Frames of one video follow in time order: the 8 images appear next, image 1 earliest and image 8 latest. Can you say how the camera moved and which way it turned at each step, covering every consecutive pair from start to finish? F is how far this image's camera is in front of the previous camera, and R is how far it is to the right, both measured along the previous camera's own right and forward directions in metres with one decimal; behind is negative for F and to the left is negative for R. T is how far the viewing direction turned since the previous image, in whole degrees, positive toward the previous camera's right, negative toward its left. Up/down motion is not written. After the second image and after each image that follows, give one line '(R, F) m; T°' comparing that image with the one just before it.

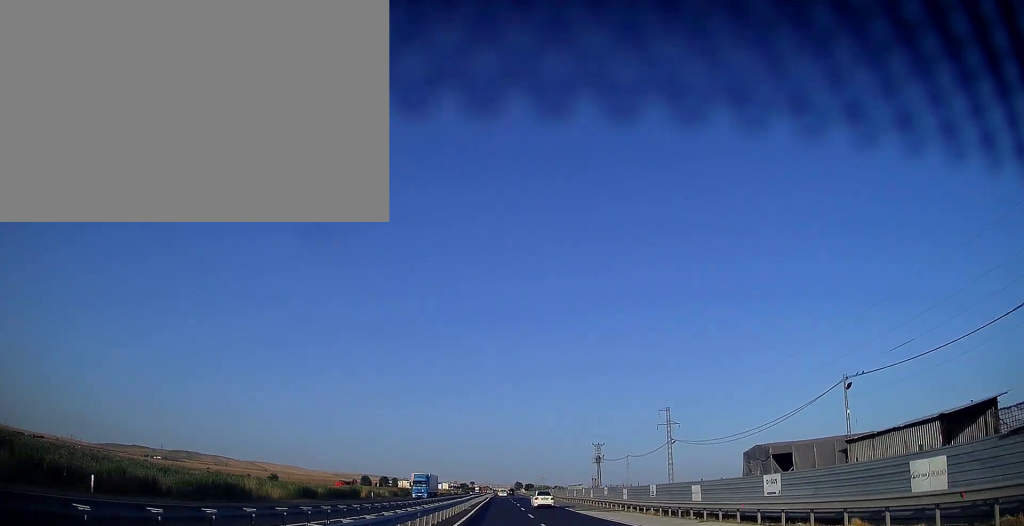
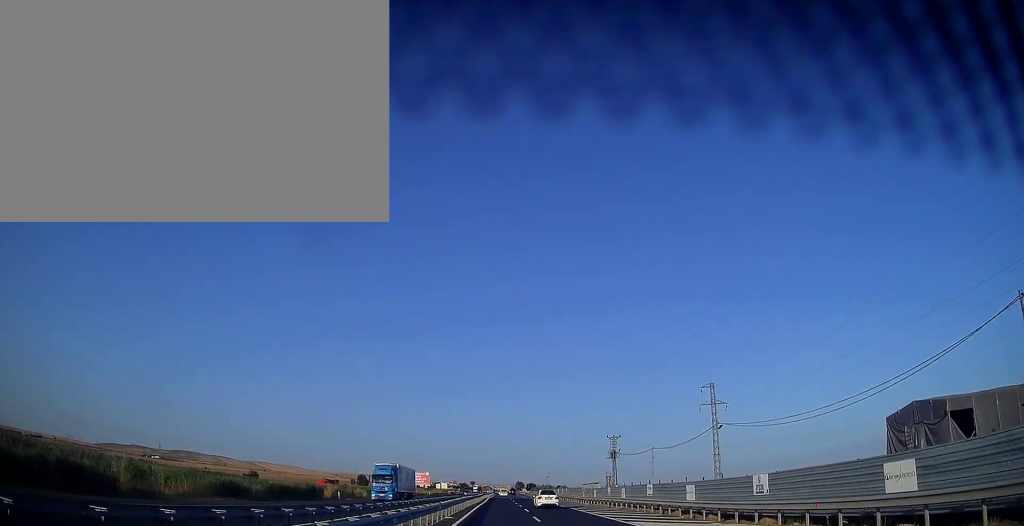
(0.0, +16.7) m; 0°
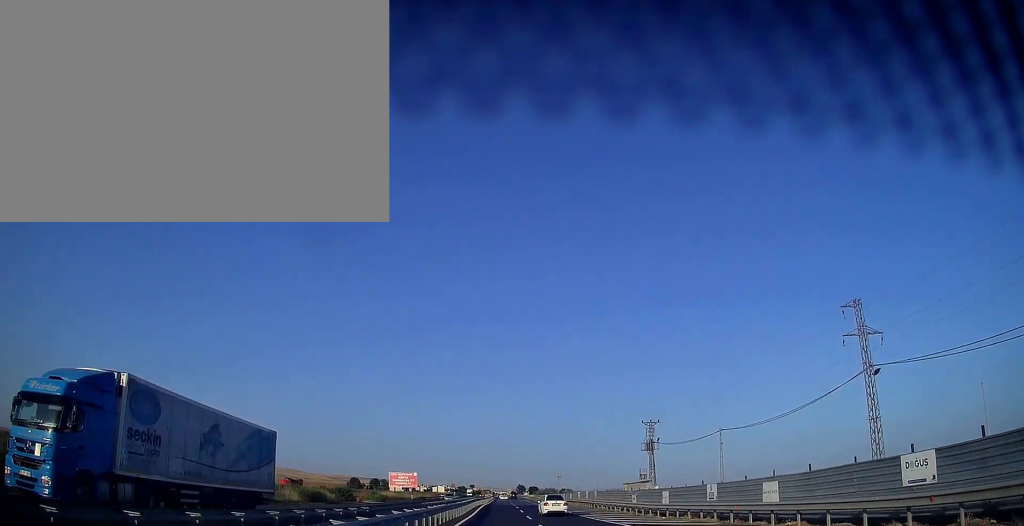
(0.0, +29.4) m; 0°
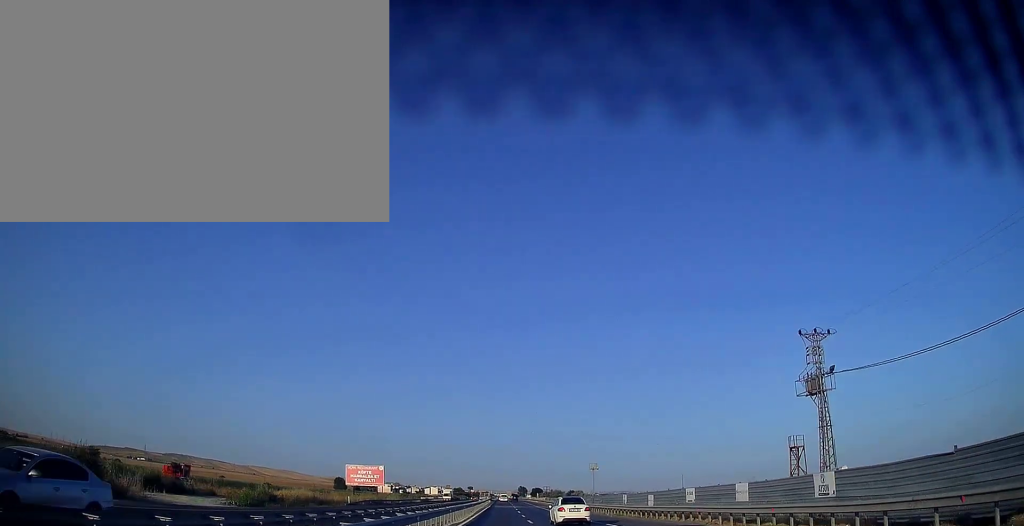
(0.0, +49.5) m; 0°
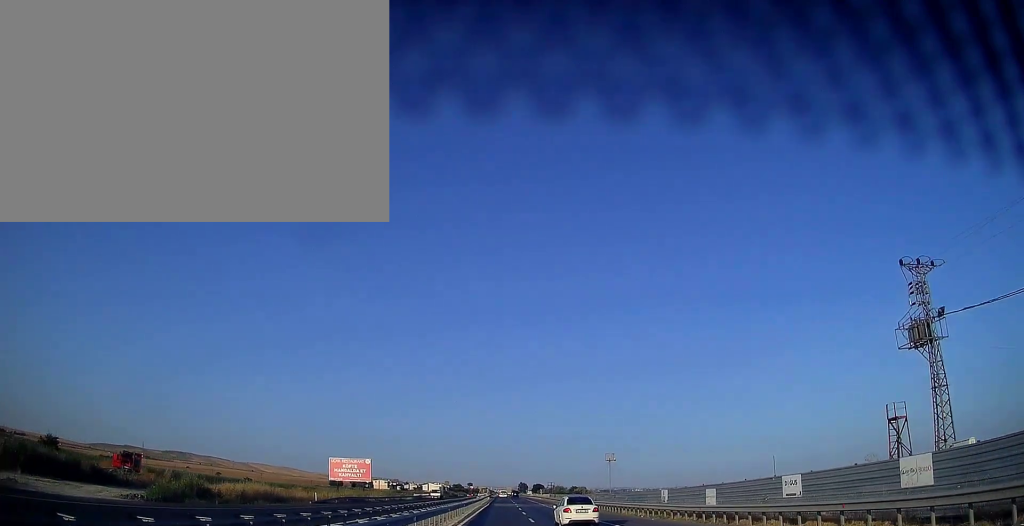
(0.0, +13.8) m; 0°
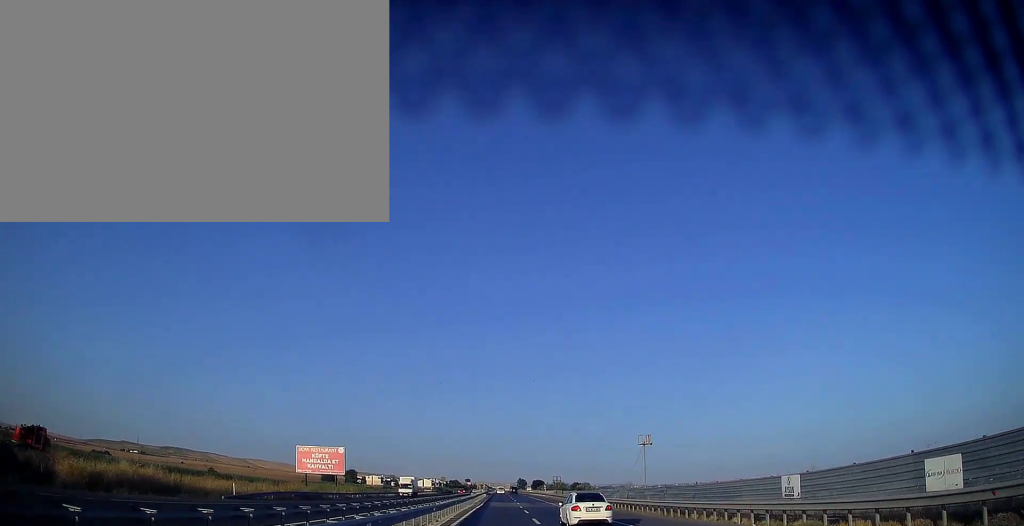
(0.0, +18.0) m; 0°
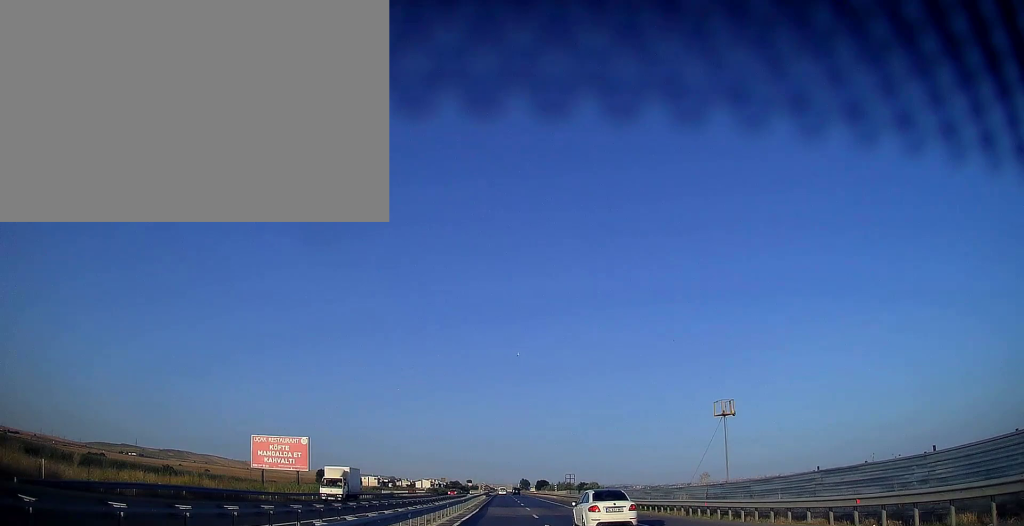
(0.0, +18.0) m; 0°
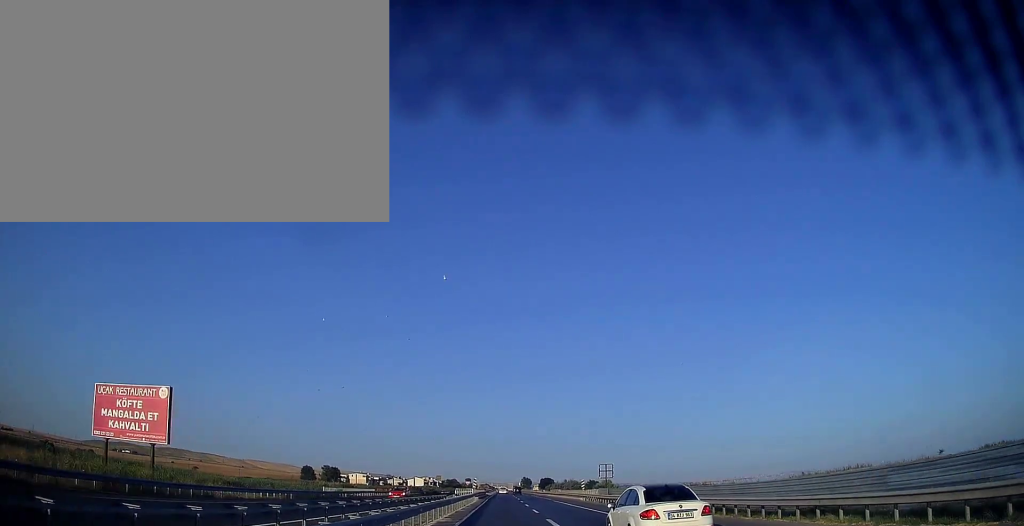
(0.0, +34.9) m; 0°
